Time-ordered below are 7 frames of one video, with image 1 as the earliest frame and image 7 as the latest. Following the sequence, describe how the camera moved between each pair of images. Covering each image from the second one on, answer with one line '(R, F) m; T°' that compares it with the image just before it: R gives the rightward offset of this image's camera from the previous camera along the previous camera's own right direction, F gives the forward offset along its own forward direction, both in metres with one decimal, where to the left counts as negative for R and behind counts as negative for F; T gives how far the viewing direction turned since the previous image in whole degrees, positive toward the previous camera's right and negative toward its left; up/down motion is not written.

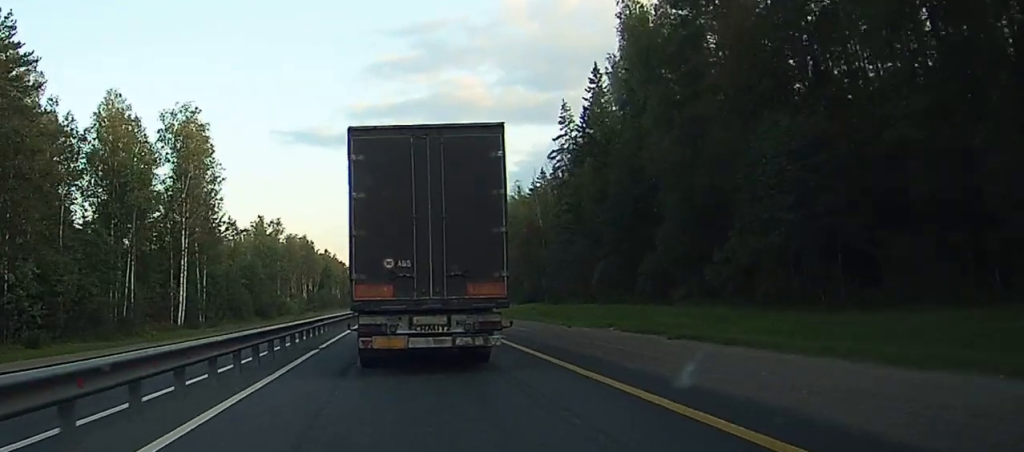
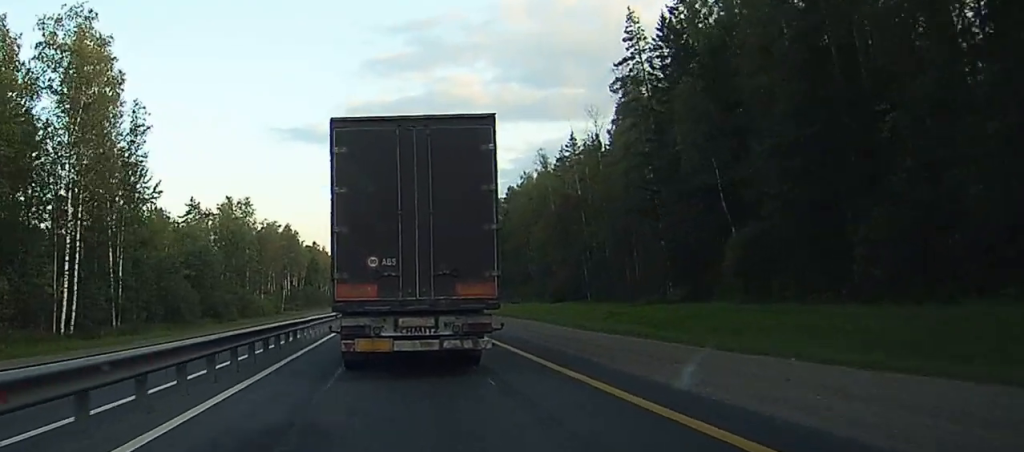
(+0.2, +30.7) m; +1°
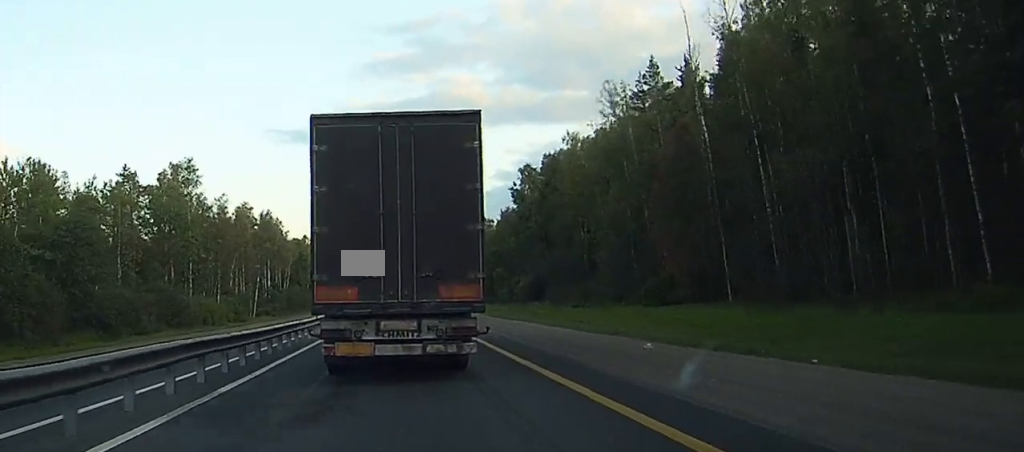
(+0.4, +45.0) m; 0°
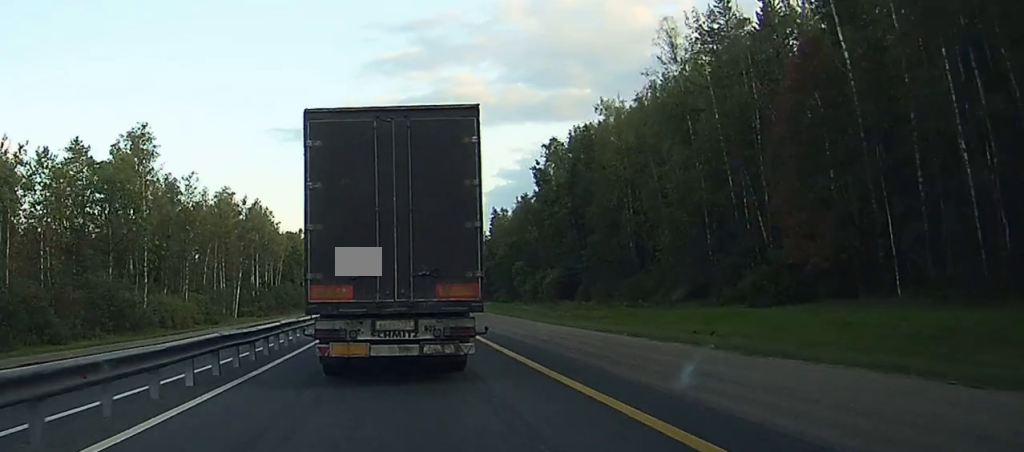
(-0.1, +18.5) m; -1°
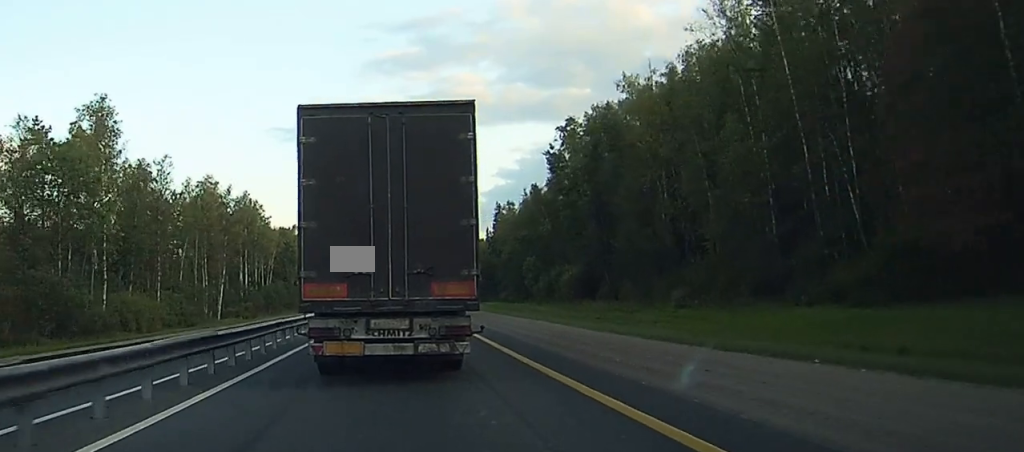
(-0.2, +10.6) m; 0°
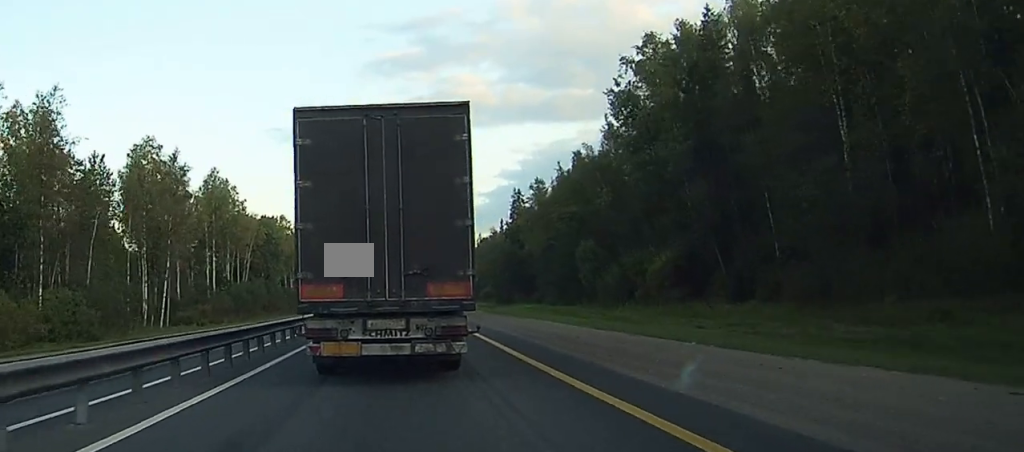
(+0.2, +32.6) m; +1°
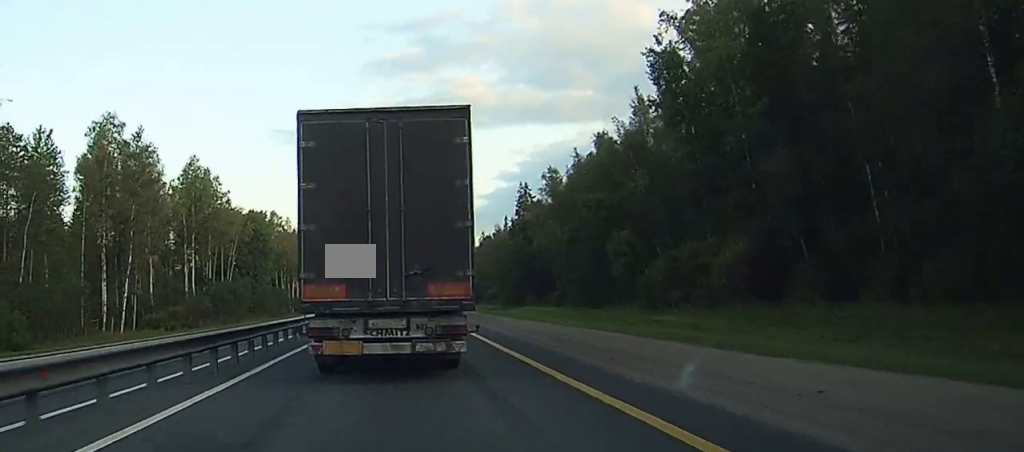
(+0.1, +15.5) m; 0°
